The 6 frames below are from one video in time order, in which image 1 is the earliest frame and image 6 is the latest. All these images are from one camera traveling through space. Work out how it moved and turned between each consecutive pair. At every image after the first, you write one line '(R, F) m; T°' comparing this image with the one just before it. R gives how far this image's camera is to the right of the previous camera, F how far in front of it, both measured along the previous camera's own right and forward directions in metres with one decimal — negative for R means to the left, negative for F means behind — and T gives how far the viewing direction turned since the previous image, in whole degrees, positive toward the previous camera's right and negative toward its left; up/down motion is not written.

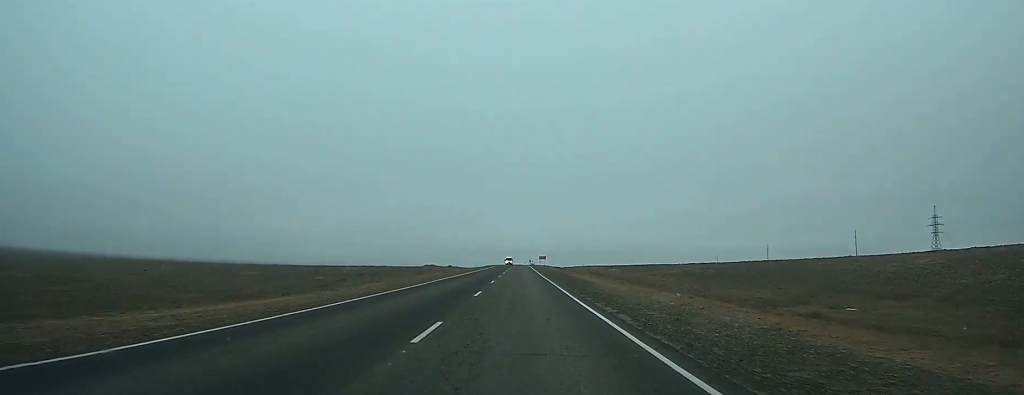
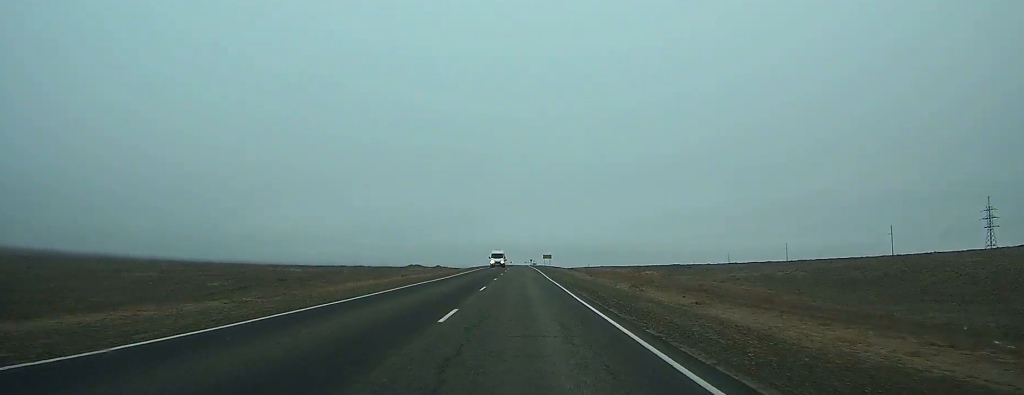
(-0.1, +43.5) m; 0°
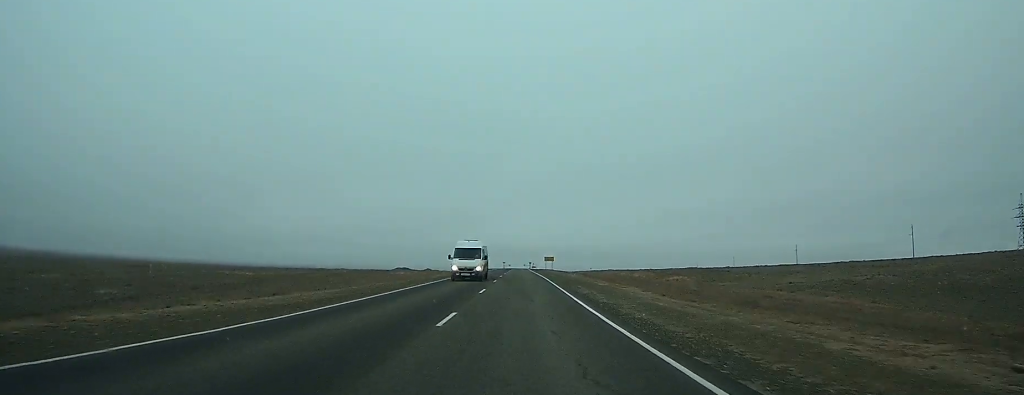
(0.0, +23.3) m; 0°
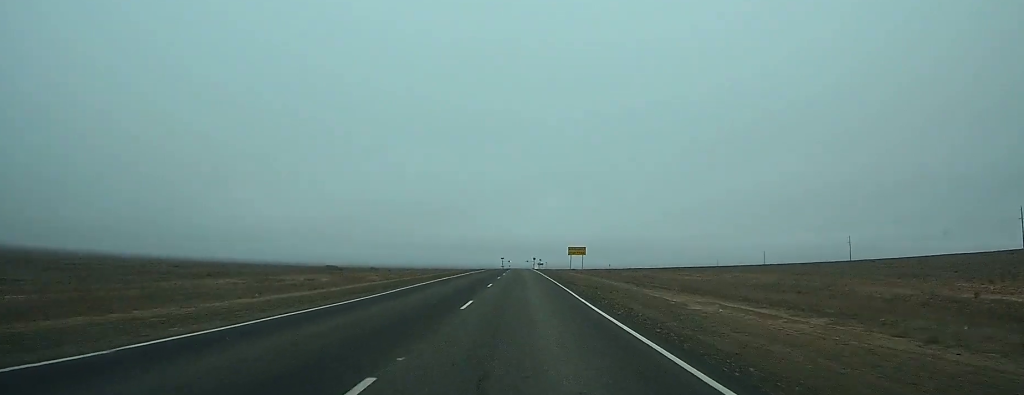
(+0.1, +93.4) m; 0°
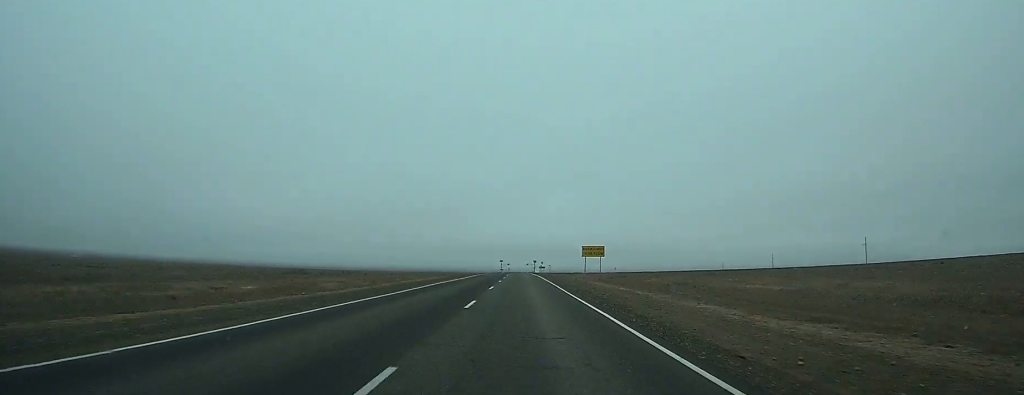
(0.0, +24.5) m; 0°
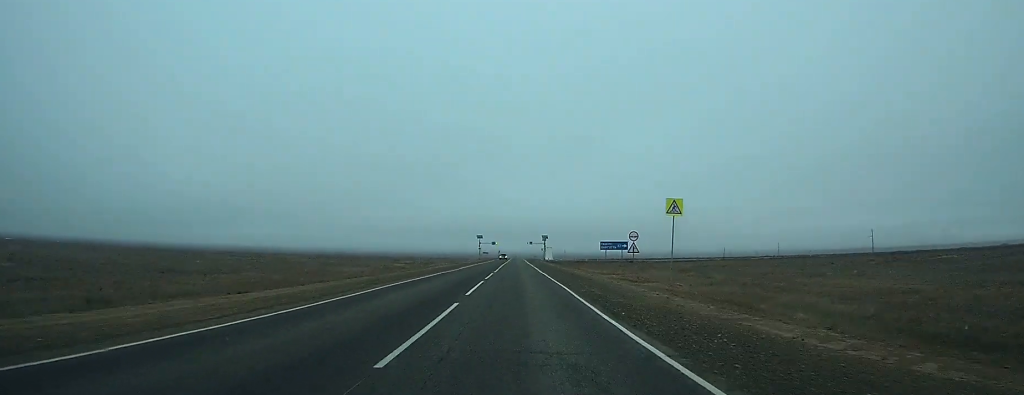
(+0.3, +198.7) m; 0°
